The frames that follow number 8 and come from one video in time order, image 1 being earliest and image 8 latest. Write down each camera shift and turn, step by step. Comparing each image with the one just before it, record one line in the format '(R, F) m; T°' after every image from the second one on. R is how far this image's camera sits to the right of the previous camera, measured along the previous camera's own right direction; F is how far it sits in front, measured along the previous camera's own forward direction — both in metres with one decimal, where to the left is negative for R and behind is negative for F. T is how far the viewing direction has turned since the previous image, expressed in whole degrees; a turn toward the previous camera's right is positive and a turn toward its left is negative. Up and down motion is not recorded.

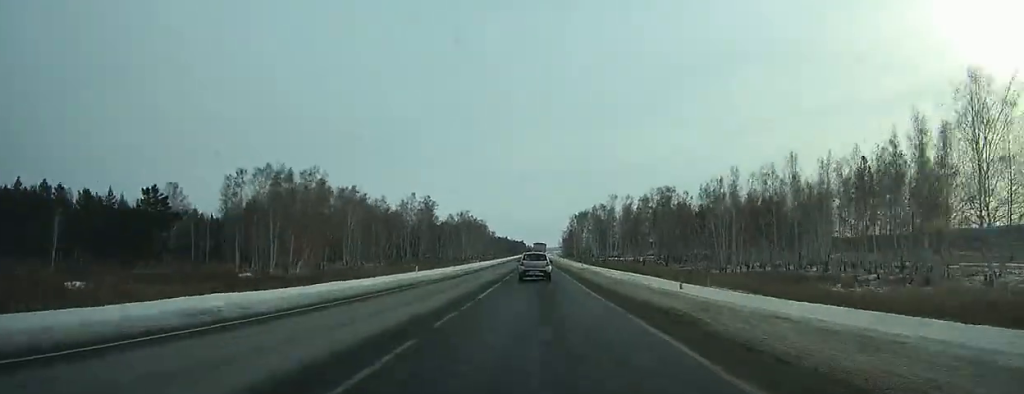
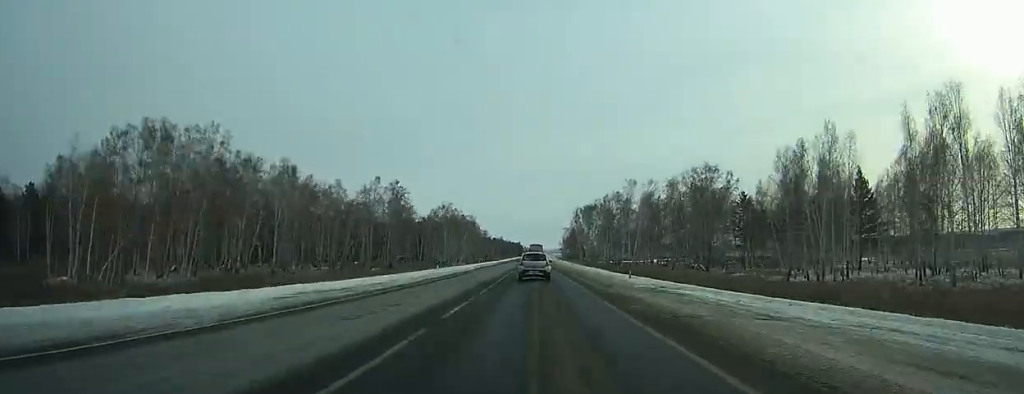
(-0.1, +37.6) m; 0°
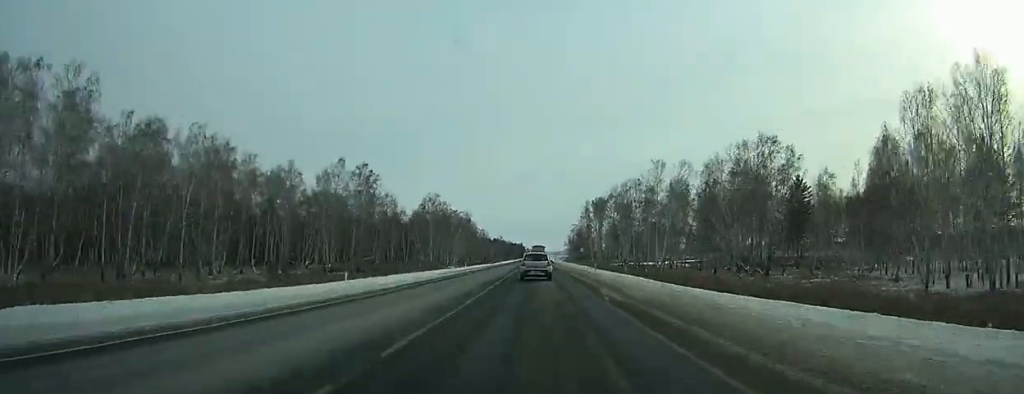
(-0.1, +29.5) m; 0°
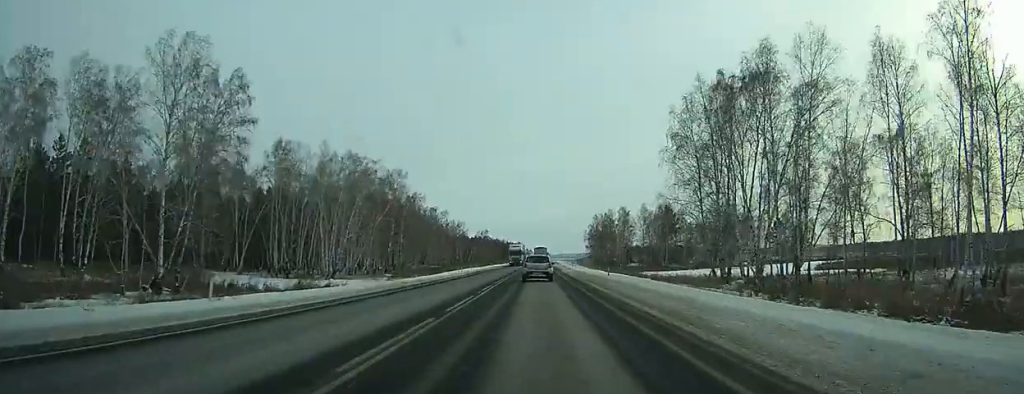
(+0.9, +115.2) m; +1°
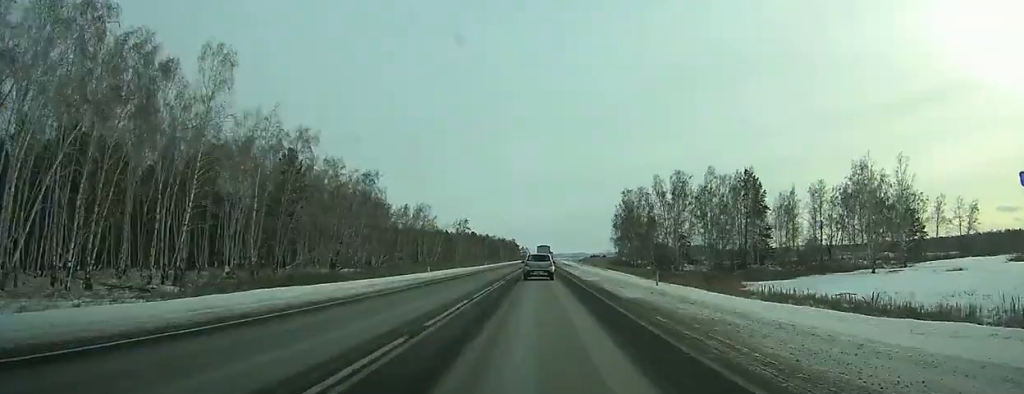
(-0.1, +64.0) m; 0°
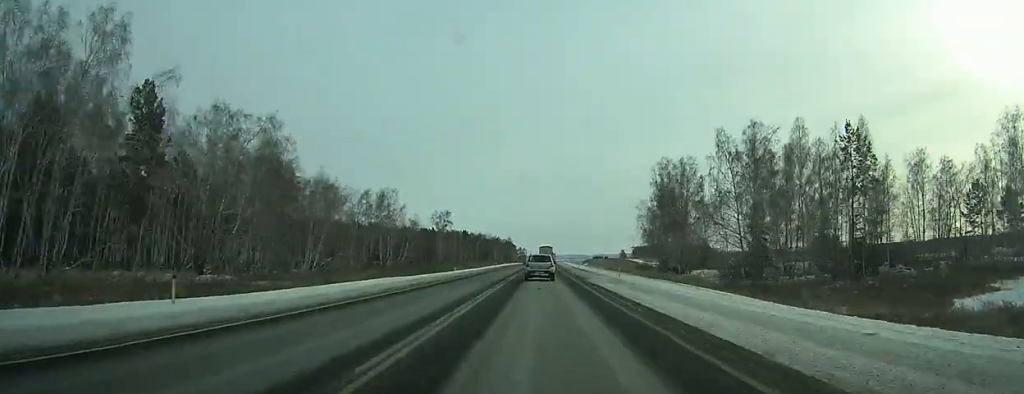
(0.0, +34.6) m; 0°
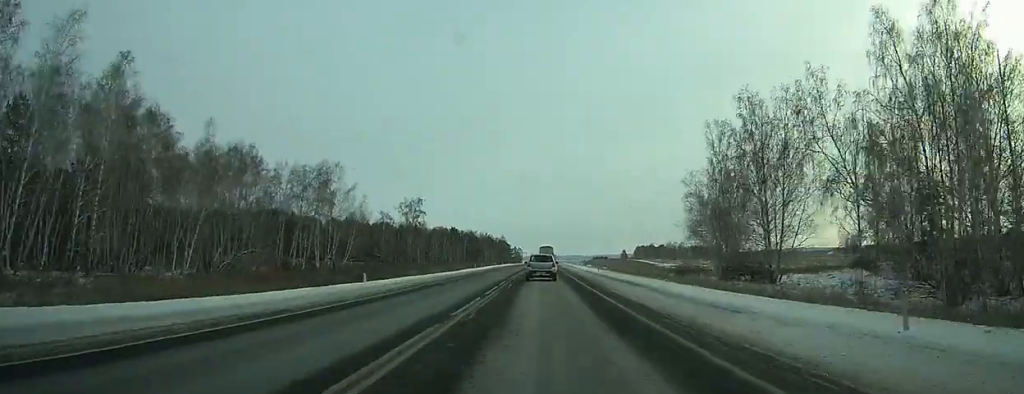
(+0.1, +33.3) m; 0°
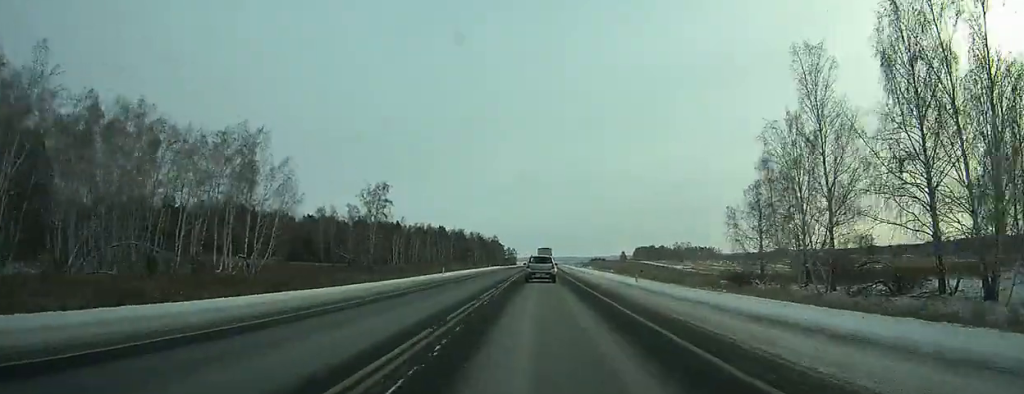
(0.0, +24.3) m; 0°
